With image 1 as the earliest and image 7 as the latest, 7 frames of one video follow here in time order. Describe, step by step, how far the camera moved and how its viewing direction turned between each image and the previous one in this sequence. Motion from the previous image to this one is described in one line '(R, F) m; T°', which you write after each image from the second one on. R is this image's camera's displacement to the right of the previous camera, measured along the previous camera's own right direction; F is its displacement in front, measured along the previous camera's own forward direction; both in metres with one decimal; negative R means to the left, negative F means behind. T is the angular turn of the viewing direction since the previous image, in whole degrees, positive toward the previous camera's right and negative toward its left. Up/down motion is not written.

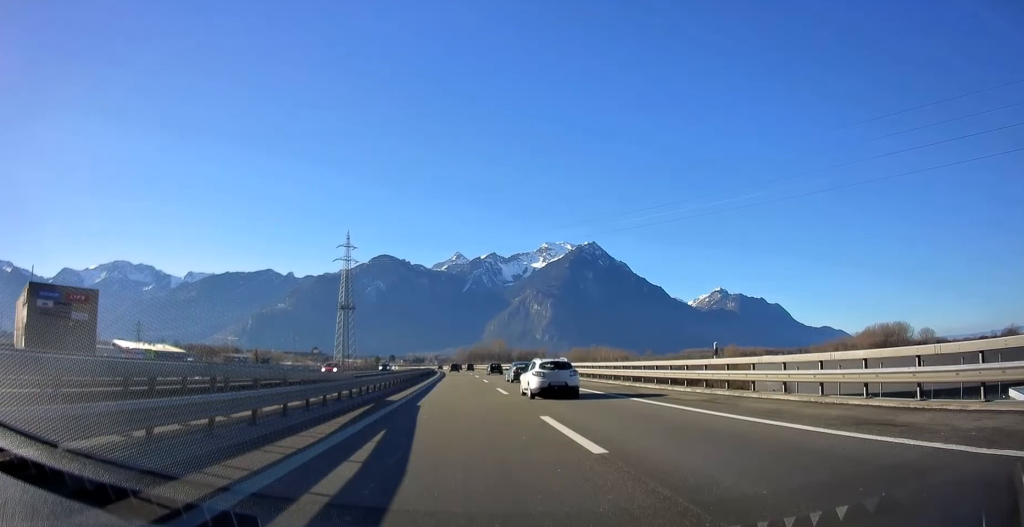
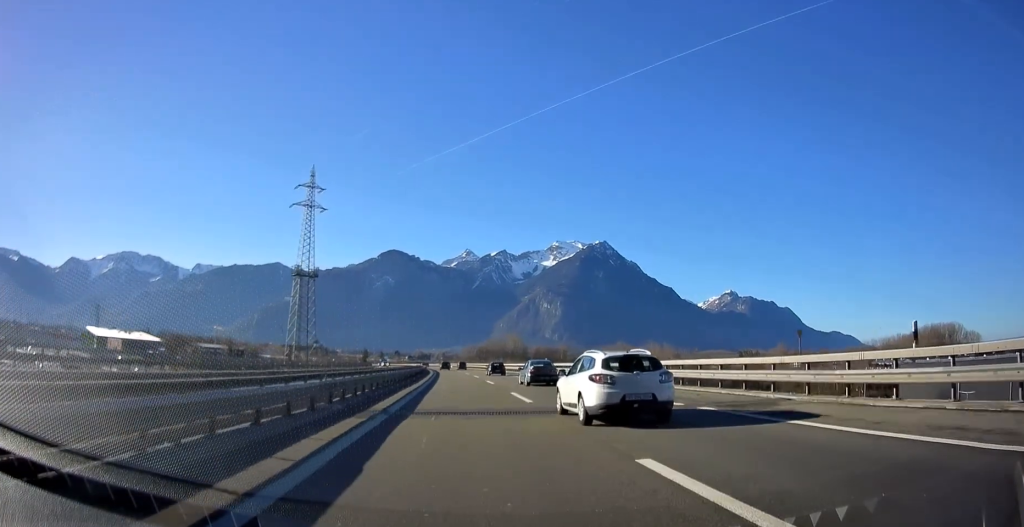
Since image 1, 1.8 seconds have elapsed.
(-0.6, +60.0) m; -1°
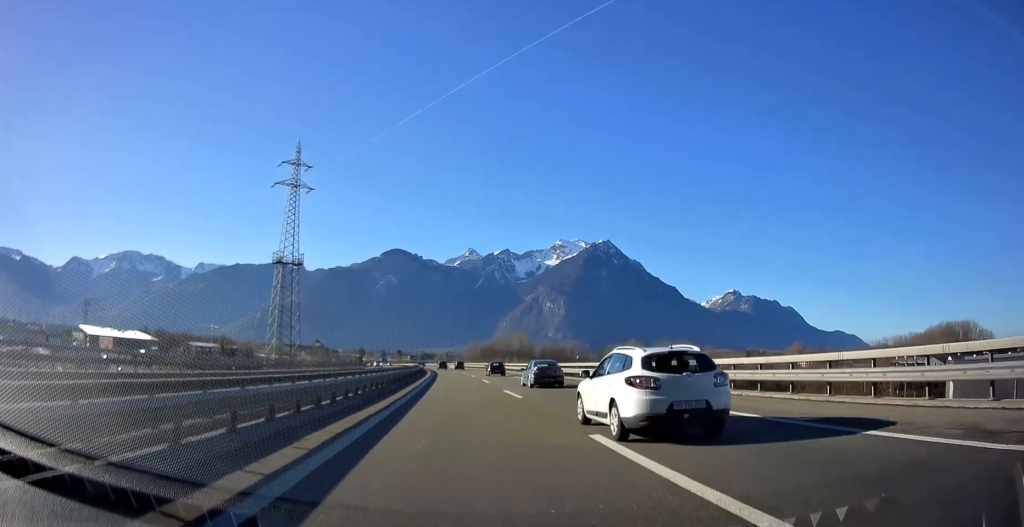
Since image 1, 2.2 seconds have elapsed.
(0.0, +15.9) m; 0°
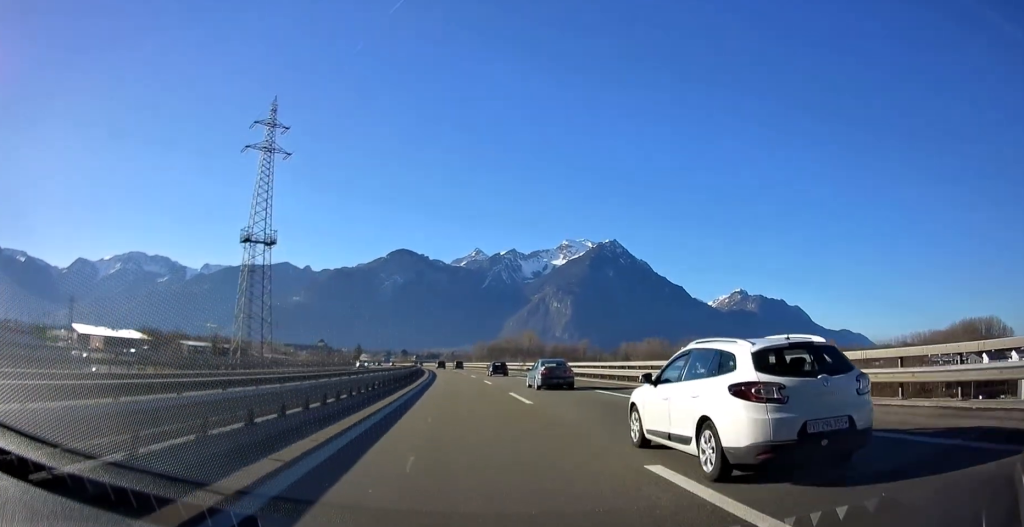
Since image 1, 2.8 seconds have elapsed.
(0.0, +20.4) m; 0°
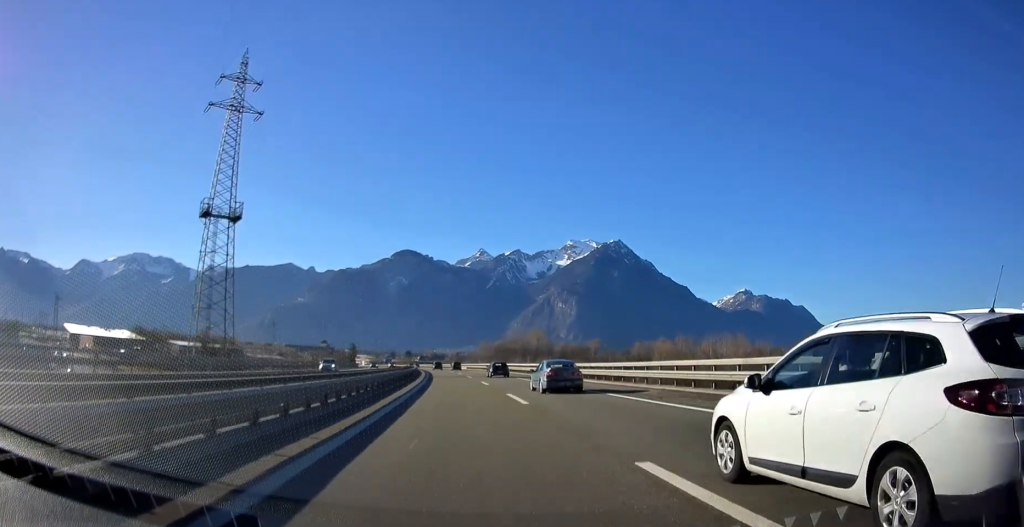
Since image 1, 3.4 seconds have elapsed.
(-0.2, +18.2) m; 0°
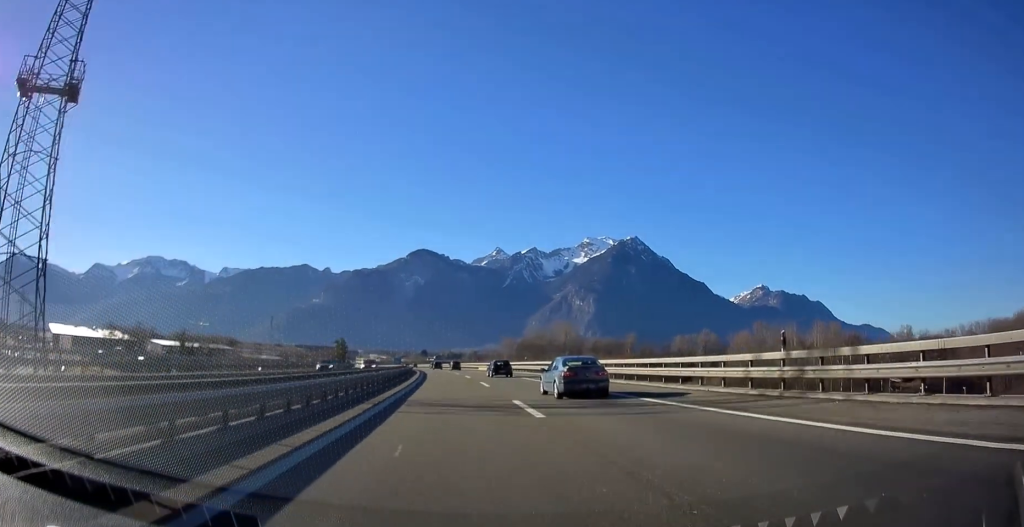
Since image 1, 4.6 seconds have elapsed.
(-0.2, +40.9) m; -1°
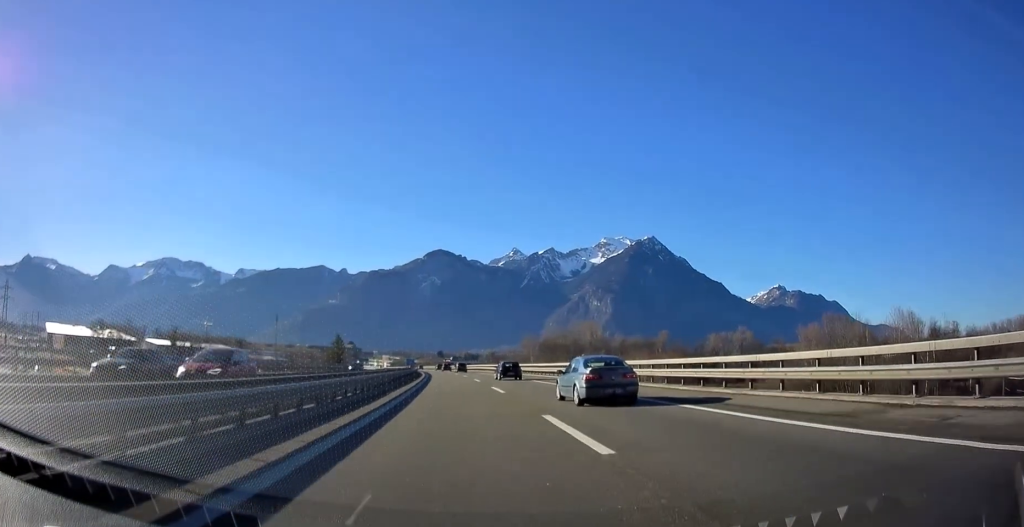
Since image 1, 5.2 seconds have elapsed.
(-0.1, +22.7) m; -1°
